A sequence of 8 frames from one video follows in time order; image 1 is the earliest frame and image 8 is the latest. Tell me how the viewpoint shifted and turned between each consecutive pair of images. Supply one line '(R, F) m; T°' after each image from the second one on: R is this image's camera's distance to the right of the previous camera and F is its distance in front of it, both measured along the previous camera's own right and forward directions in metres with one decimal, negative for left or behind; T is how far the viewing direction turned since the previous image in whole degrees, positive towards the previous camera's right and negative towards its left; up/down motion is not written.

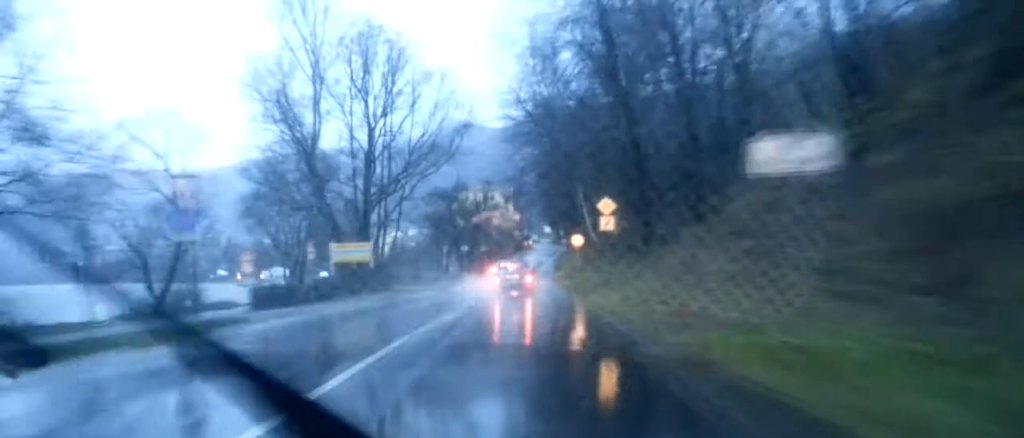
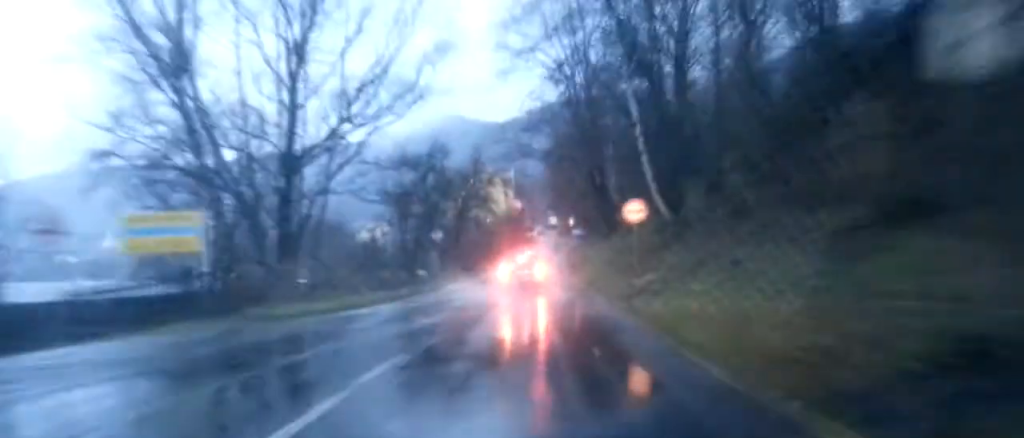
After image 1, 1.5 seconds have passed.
(-0.3, +23.4) m; -1°
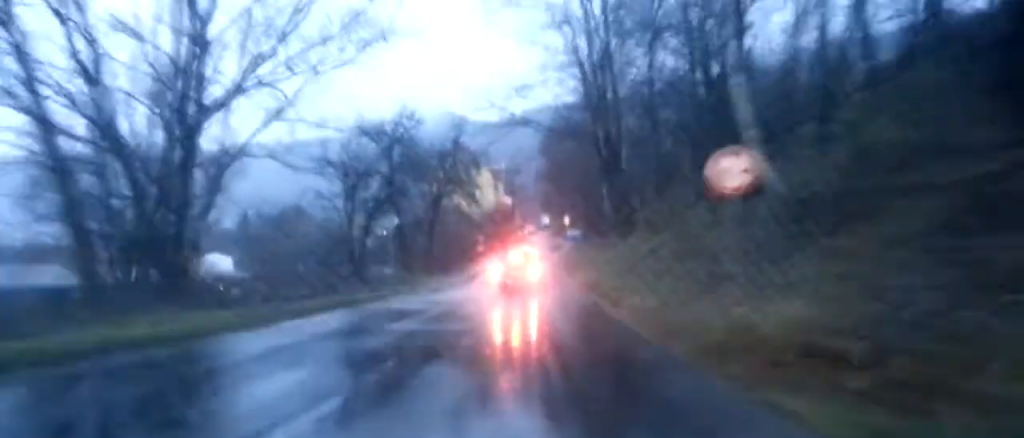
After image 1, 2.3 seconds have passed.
(-0.1, +12.5) m; 0°
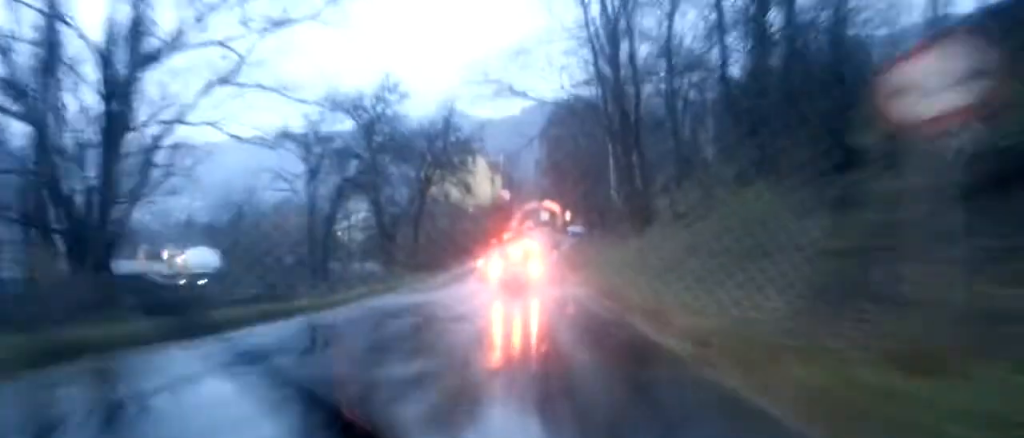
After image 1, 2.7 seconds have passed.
(0.0, +7.2) m; 0°
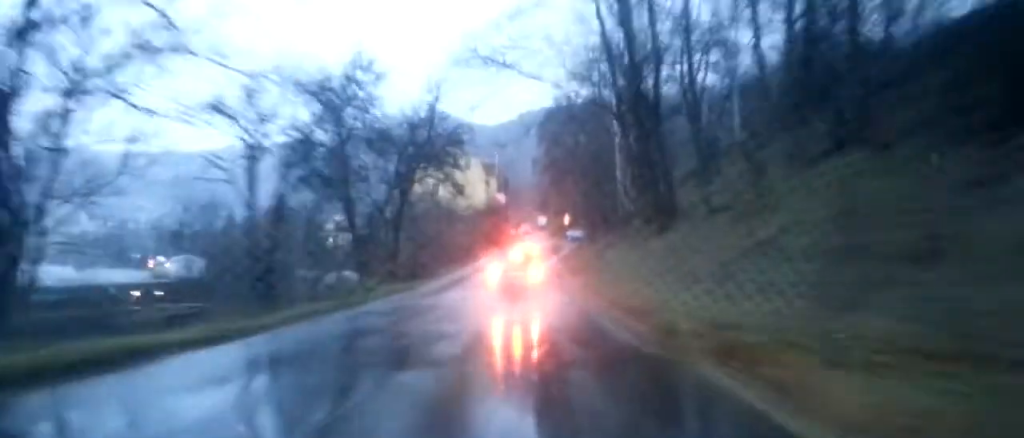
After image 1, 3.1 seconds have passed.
(0.0, +5.9) m; 0°
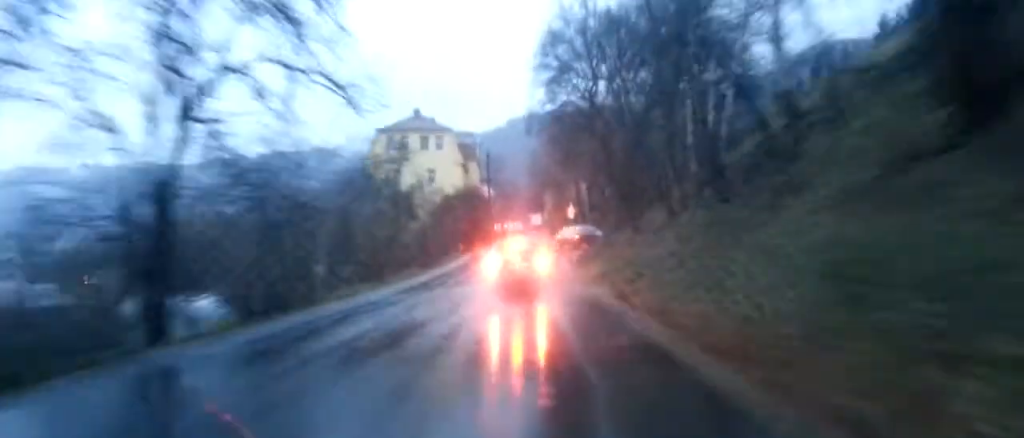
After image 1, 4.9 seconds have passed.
(-0.2, +25.7) m; -2°
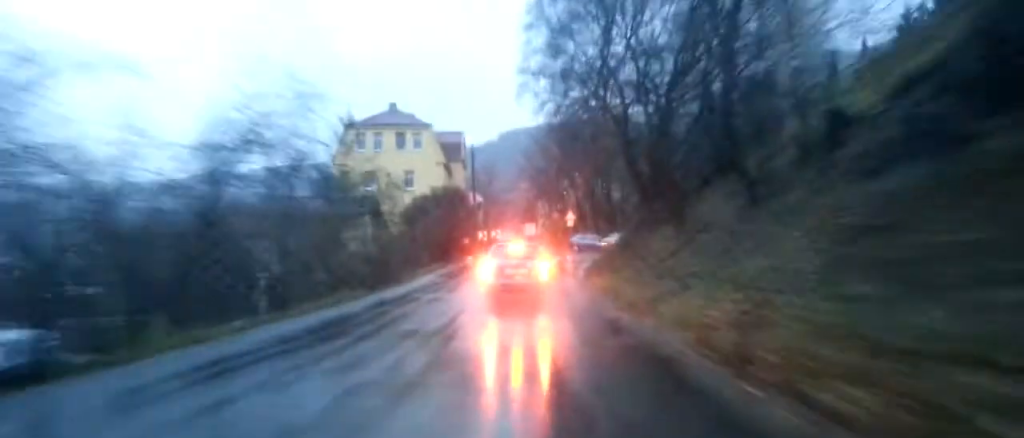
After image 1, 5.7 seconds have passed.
(-0.2, +10.6) m; 0°
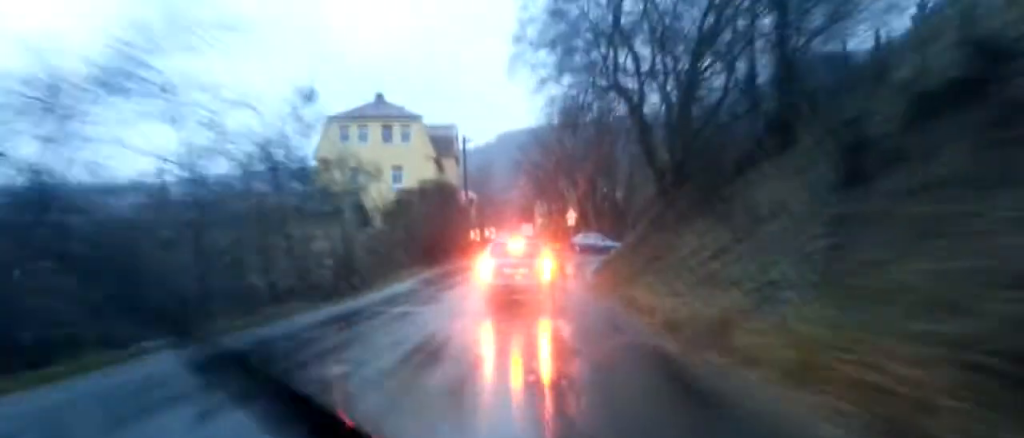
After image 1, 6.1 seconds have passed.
(+0.1, +5.0) m; +1°
